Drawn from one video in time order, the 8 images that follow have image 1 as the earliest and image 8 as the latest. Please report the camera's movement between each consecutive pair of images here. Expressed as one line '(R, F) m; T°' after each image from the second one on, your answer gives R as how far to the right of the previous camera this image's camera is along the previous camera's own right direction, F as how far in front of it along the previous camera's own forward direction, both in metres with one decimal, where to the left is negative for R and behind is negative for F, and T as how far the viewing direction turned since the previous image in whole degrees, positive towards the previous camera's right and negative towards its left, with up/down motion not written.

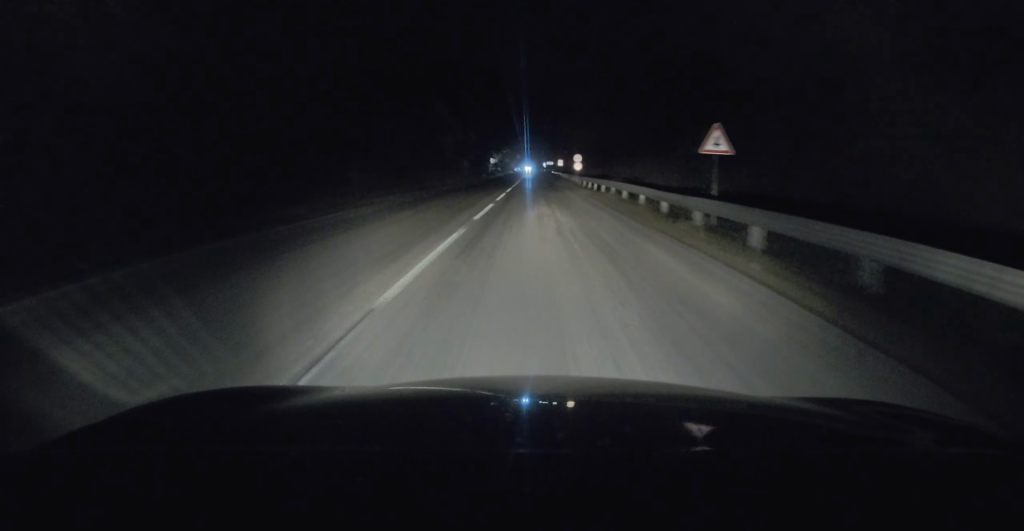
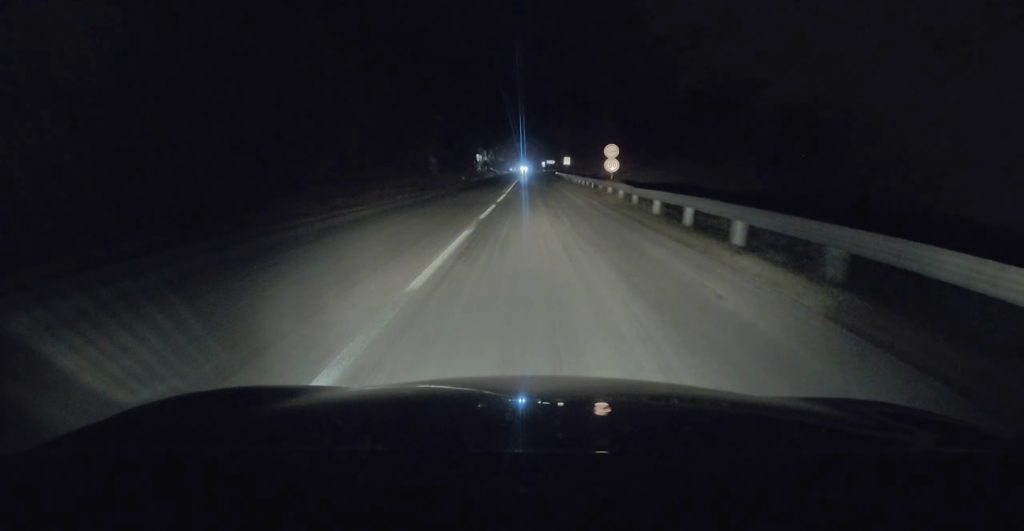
(-0.1, +25.3) m; -1°
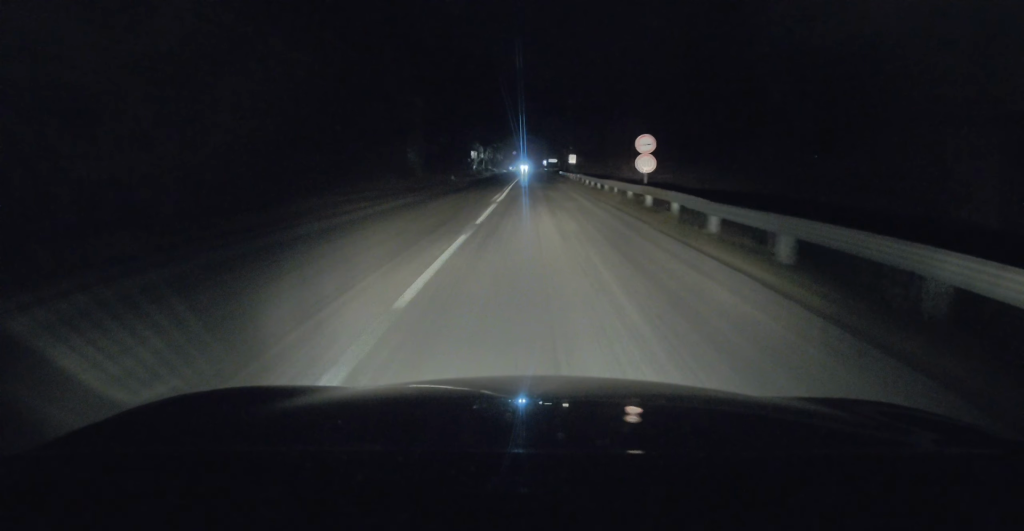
(0.0, +9.6) m; 0°
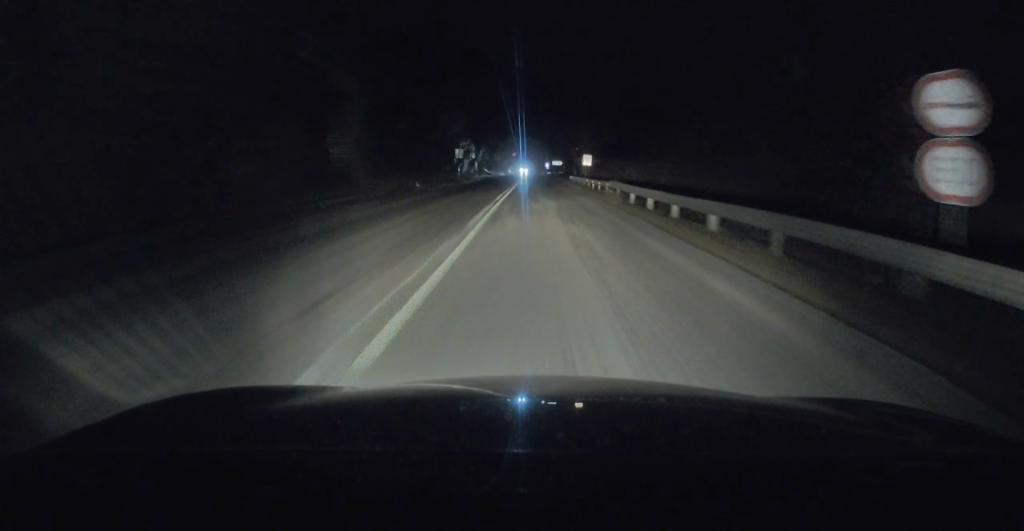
(0.0, +18.0) m; +1°
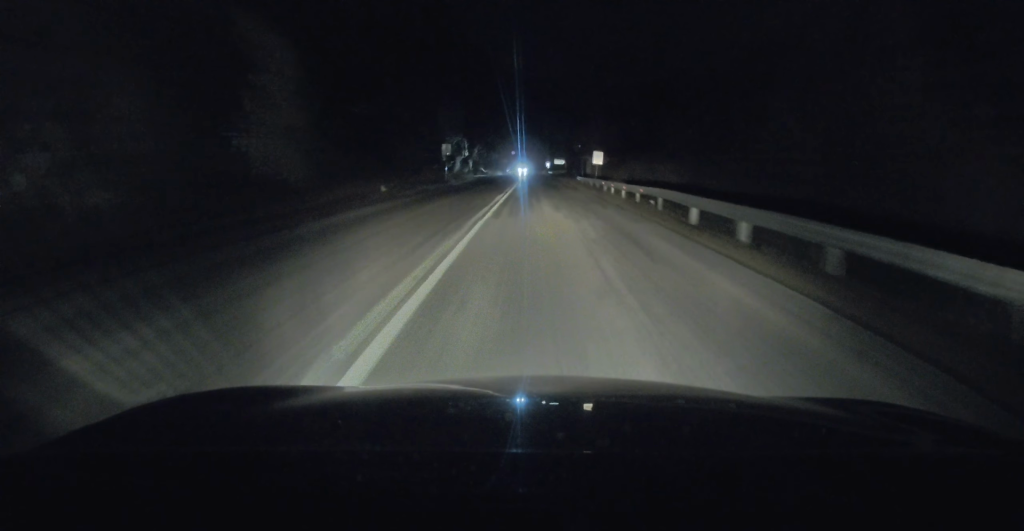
(+0.2, +9.2) m; 0°
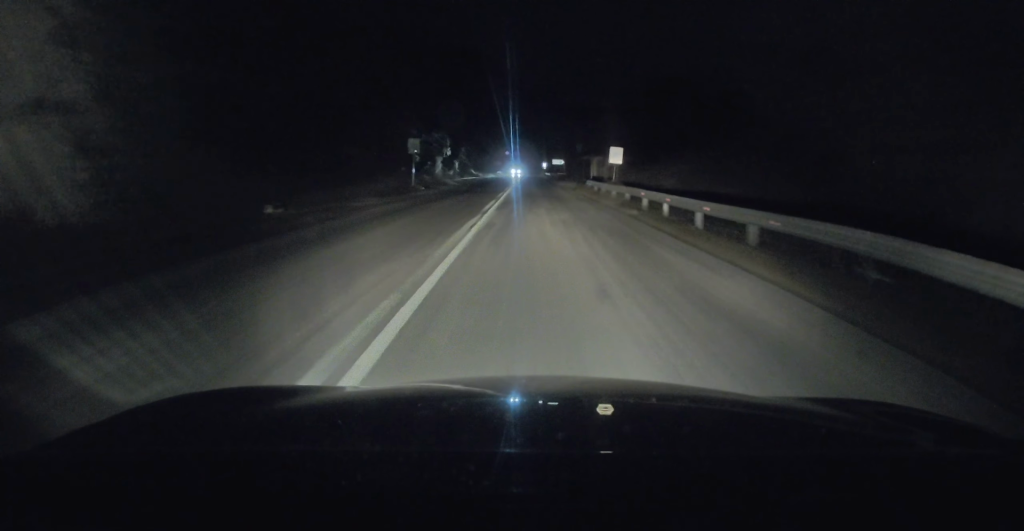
(+0.1, +12.7) m; 0°
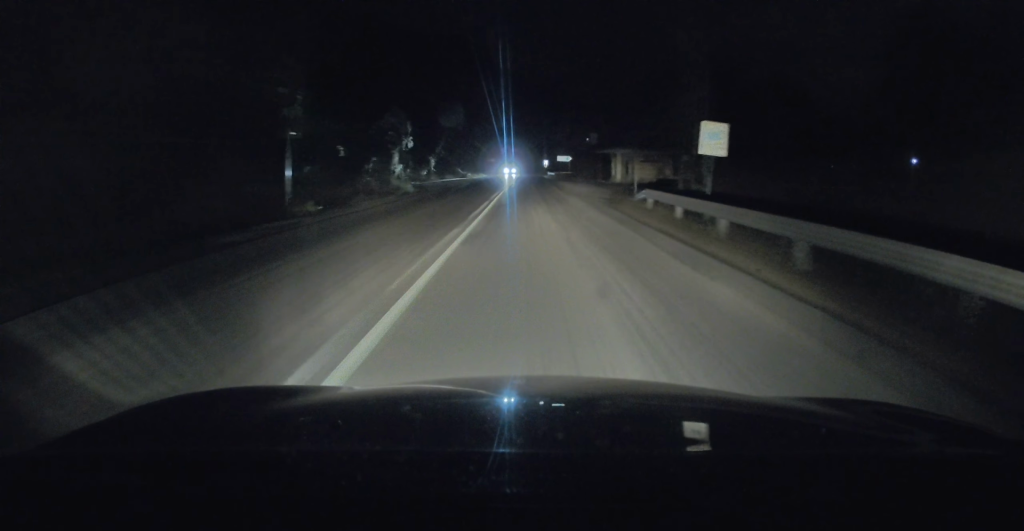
(-0.2, +20.2) m; 0°
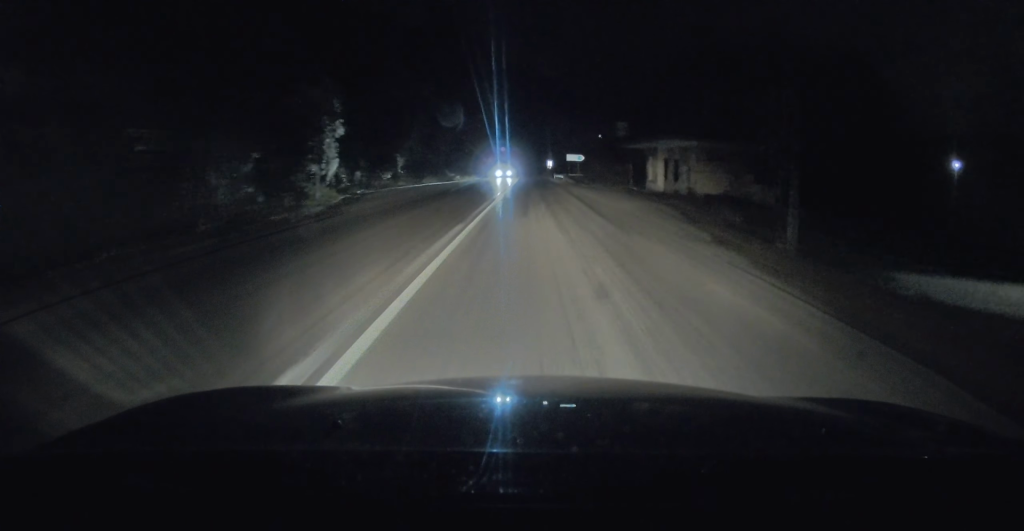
(0.0, +16.9) m; 0°
